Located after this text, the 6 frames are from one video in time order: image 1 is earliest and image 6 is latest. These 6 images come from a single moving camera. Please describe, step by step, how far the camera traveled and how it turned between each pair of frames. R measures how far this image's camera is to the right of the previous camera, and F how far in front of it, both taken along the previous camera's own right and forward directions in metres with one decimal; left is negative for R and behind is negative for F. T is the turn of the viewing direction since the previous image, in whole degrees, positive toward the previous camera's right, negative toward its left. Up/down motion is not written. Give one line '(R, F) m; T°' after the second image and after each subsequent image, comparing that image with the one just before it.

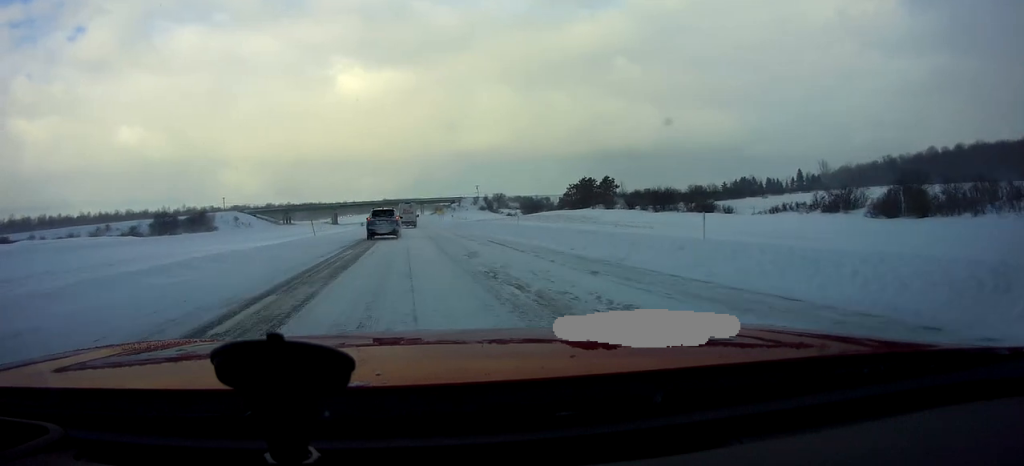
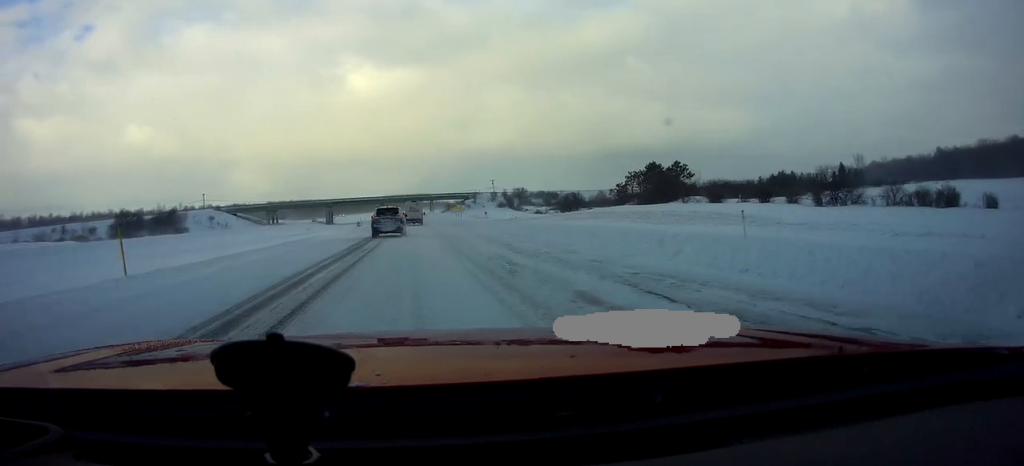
(0.0, +31.6) m; -1°
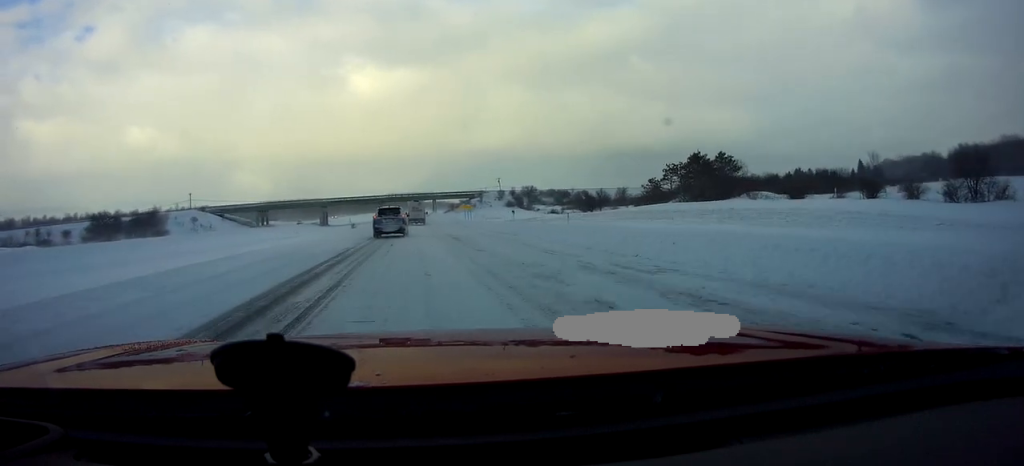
(-0.2, +14.1) m; -2°
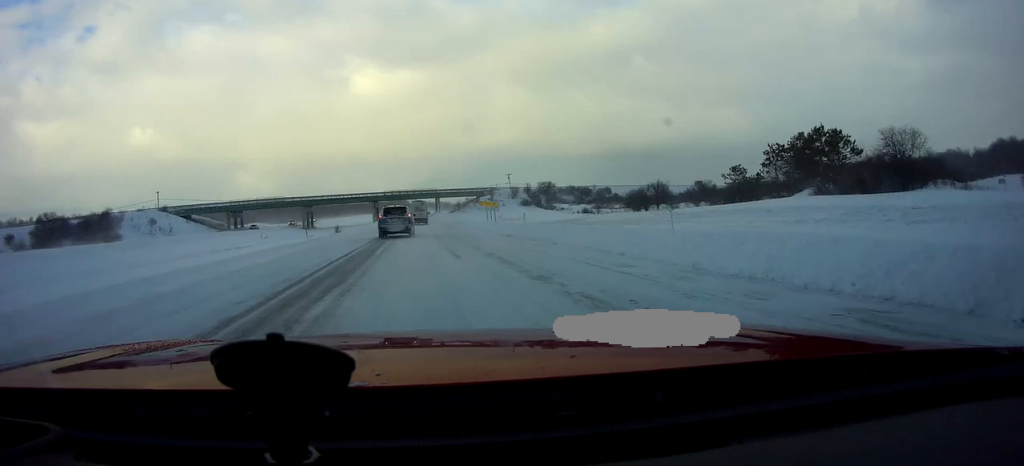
(+0.1, +26.2) m; +2°
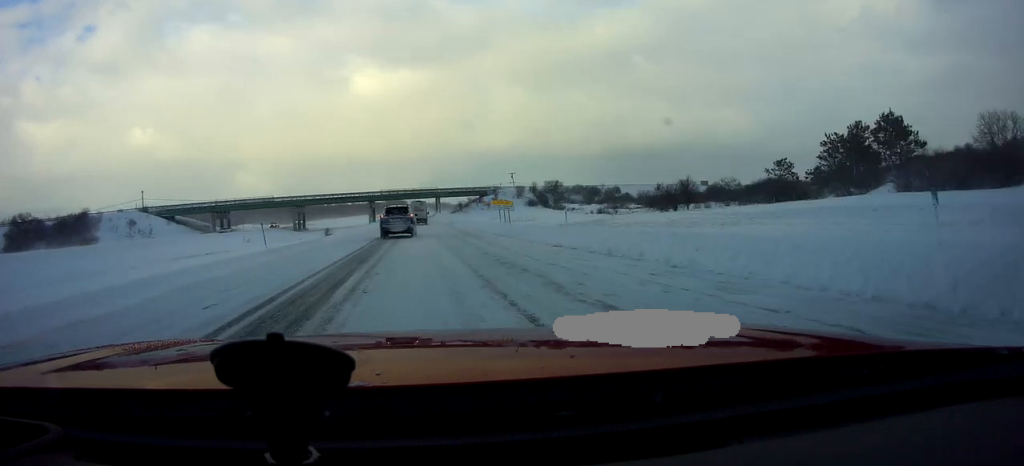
(0.0, +10.0) m; -1°
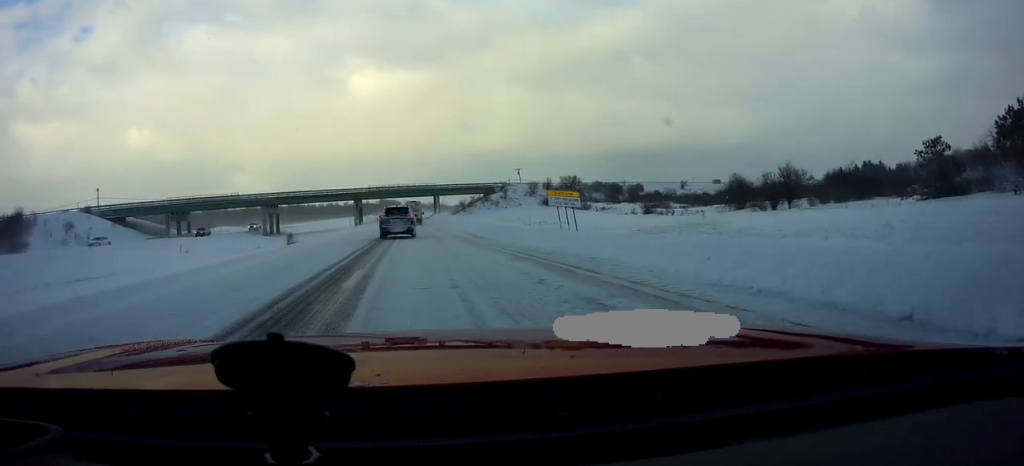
(-0.7, +23.4) m; 0°
